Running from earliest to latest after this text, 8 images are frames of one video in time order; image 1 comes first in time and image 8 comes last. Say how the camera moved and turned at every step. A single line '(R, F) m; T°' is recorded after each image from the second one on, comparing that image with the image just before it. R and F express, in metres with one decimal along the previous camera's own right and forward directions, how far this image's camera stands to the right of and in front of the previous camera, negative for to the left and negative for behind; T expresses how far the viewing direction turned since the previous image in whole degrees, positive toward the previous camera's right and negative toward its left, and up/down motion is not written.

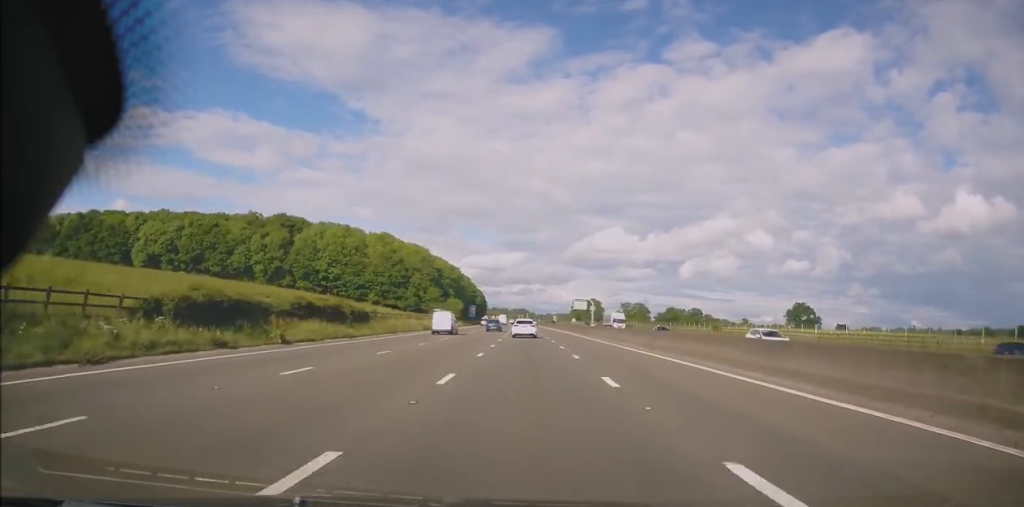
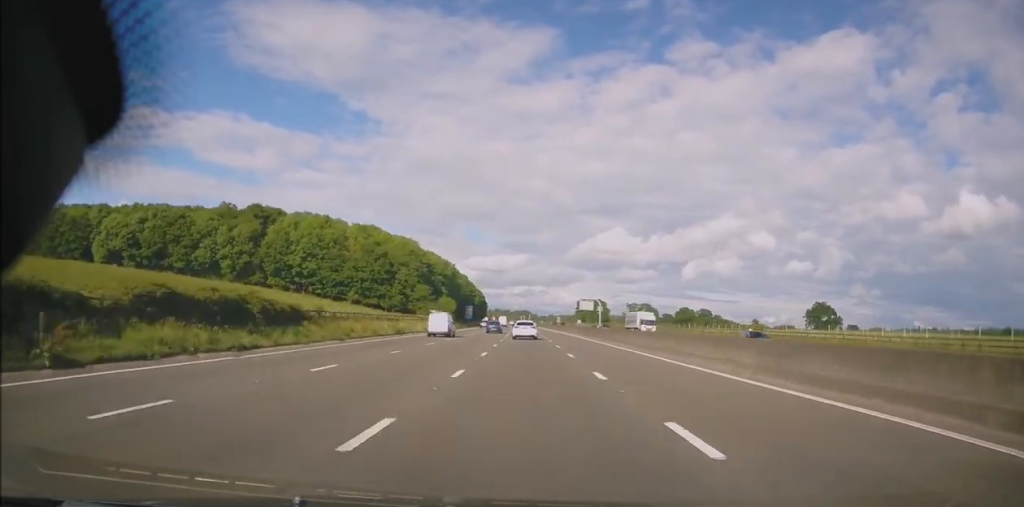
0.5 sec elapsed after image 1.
(0.0, +15.1) m; 0°
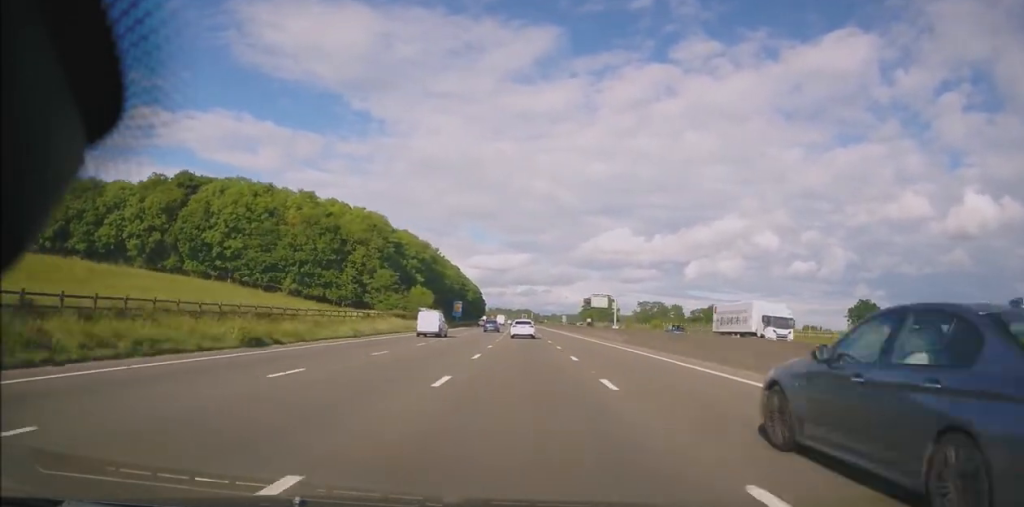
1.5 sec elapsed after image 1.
(0.0, +29.2) m; 0°
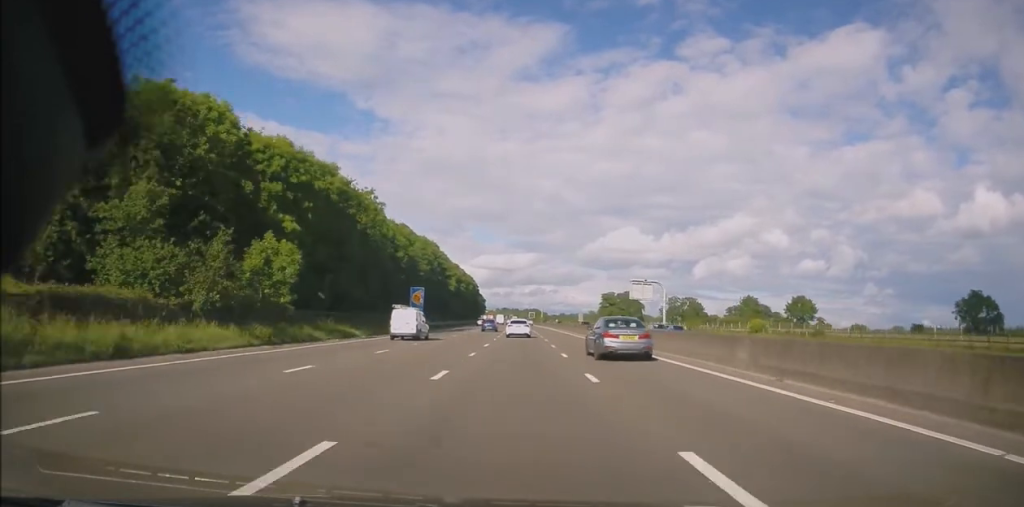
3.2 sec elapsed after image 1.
(-0.7, +51.4) m; -1°
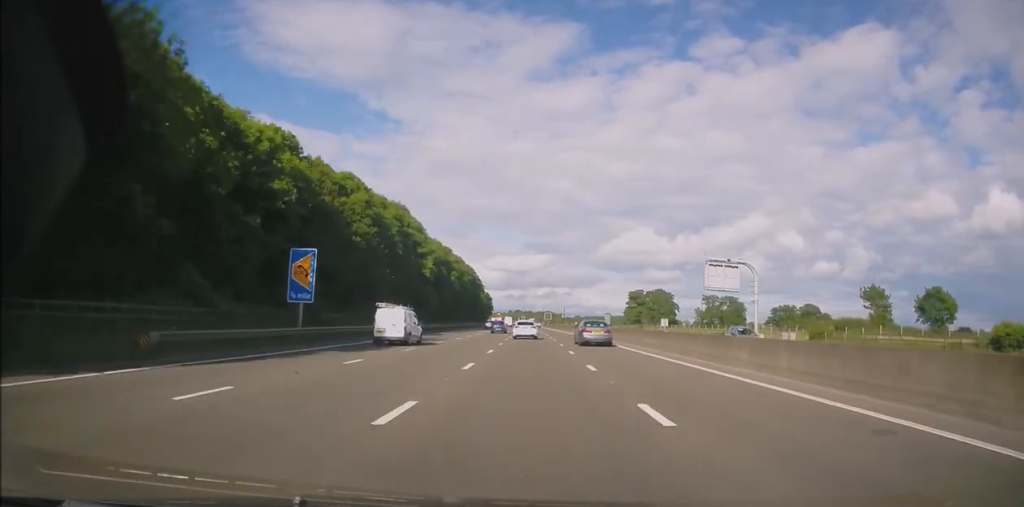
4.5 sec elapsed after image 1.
(+0.3, +40.4) m; 0°
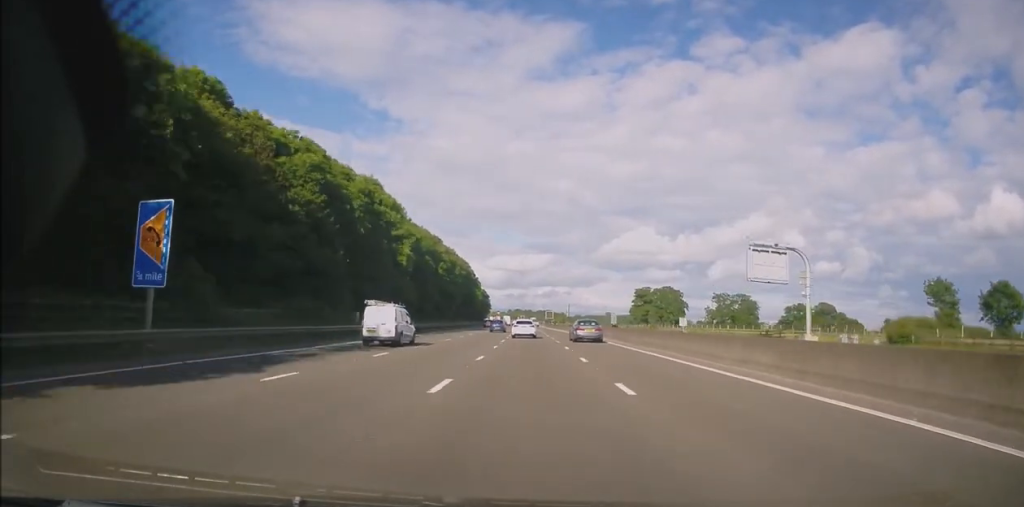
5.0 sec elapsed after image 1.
(-0.2, +14.2) m; 0°
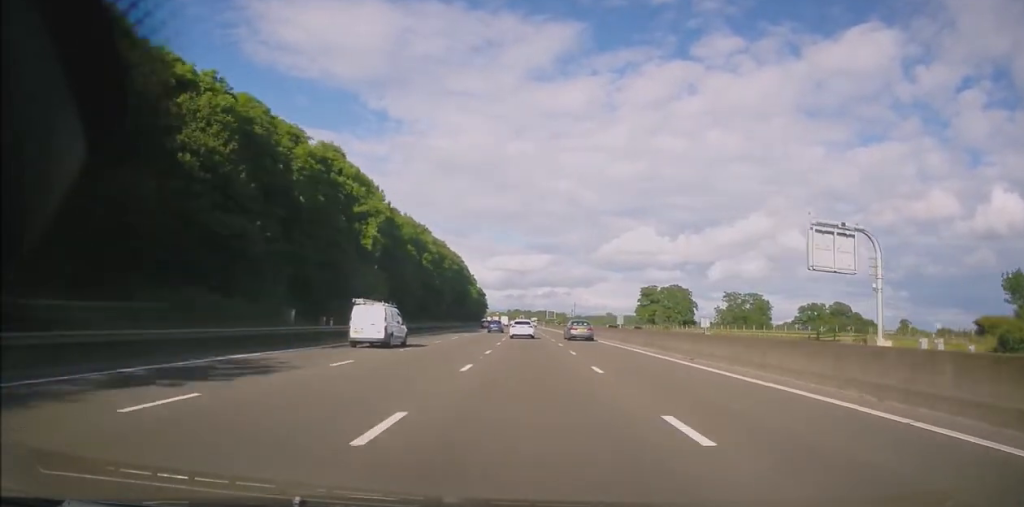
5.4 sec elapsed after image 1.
(0.0, +13.2) m; 0°
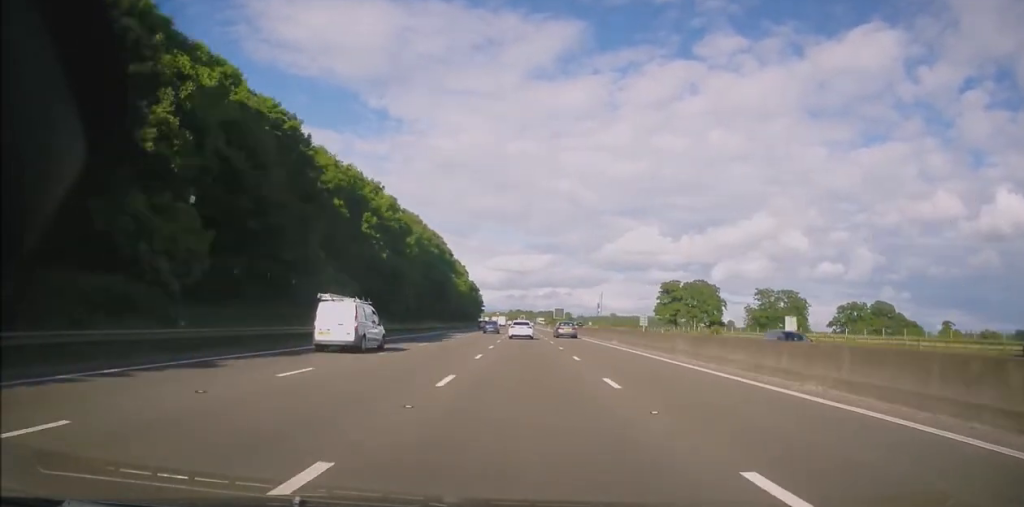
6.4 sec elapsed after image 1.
(+0.1, +29.6) m; 0°
